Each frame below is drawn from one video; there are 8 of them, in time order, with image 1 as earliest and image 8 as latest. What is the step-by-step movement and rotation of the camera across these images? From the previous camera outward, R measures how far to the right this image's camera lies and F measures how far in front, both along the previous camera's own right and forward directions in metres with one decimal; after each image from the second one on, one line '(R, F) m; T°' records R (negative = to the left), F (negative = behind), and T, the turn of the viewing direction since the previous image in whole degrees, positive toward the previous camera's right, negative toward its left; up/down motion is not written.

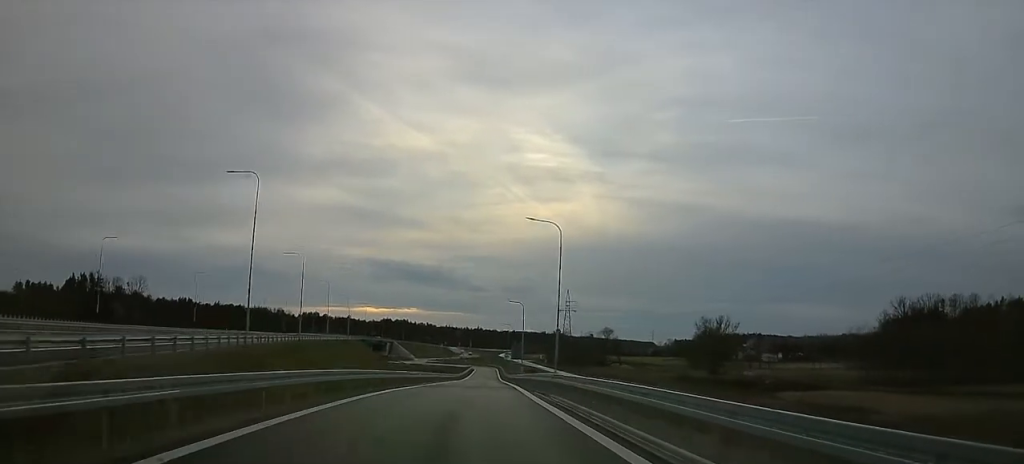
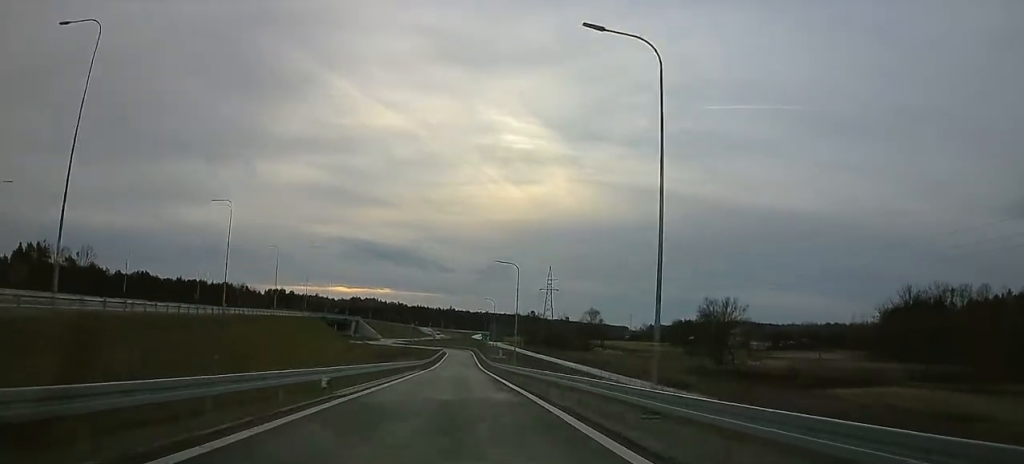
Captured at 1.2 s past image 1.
(+0.8, +23.2) m; +2°
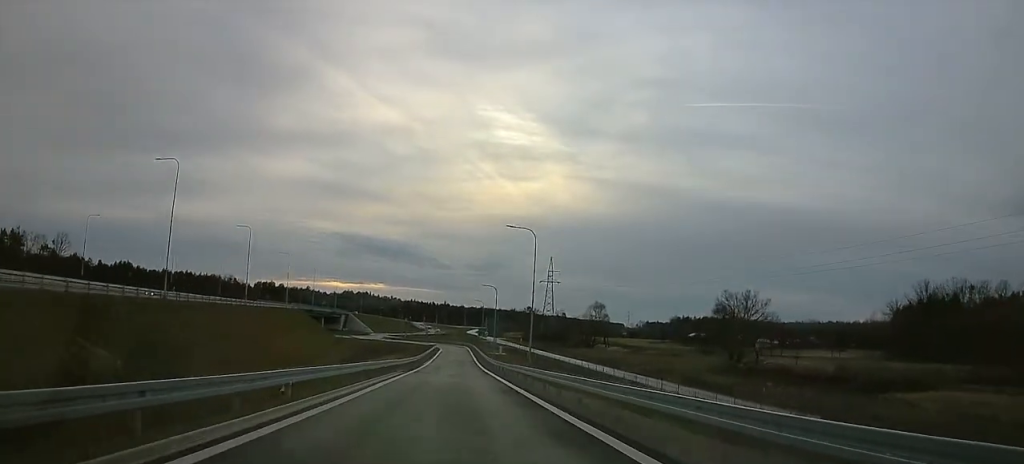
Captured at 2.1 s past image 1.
(+0.1, +15.4) m; 0°
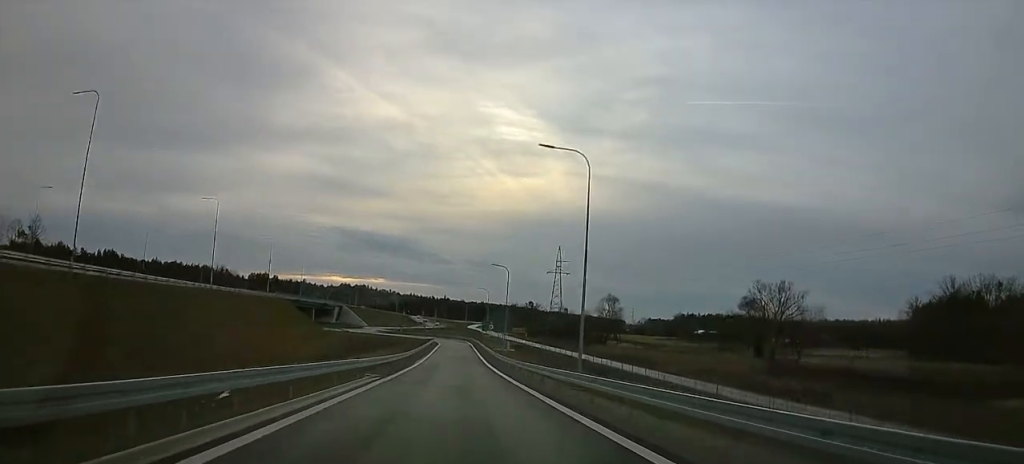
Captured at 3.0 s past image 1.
(0.0, +16.9) m; +1°
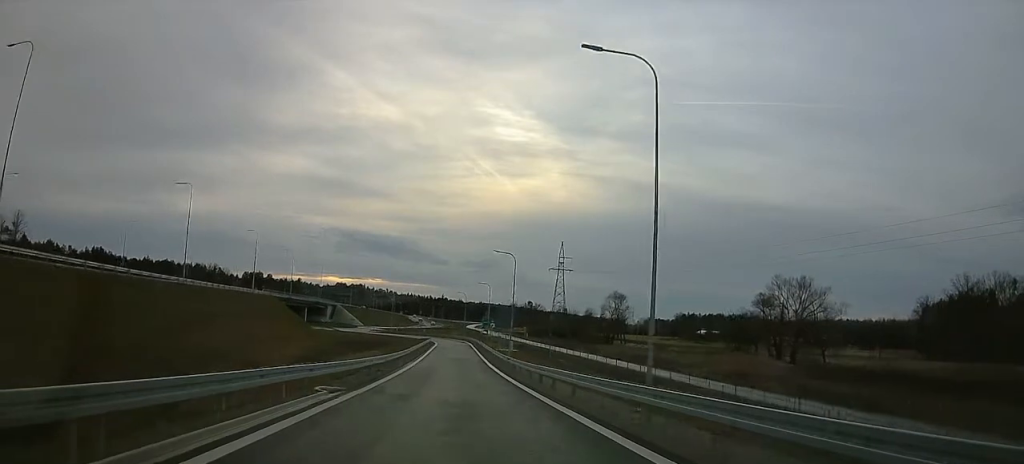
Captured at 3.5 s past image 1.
(-0.1, +9.5) m; +1°
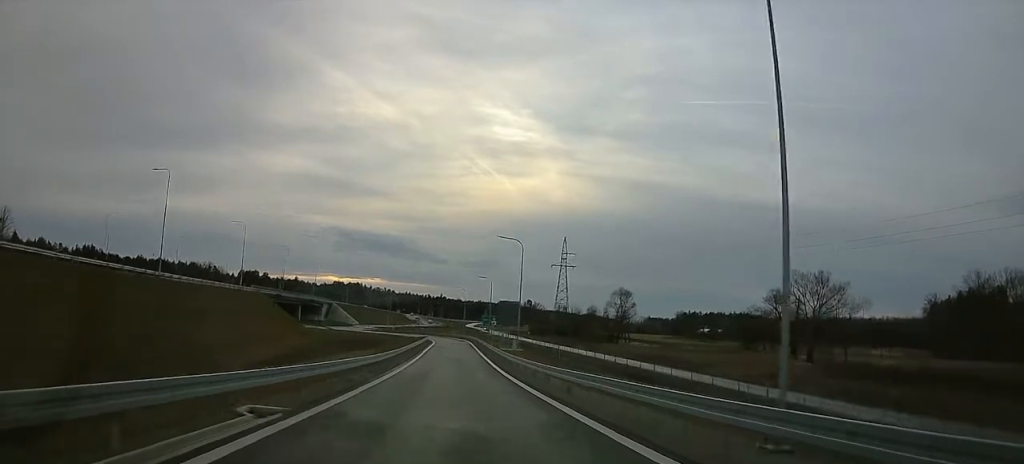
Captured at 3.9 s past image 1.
(+0.2, +7.1) m; 0°
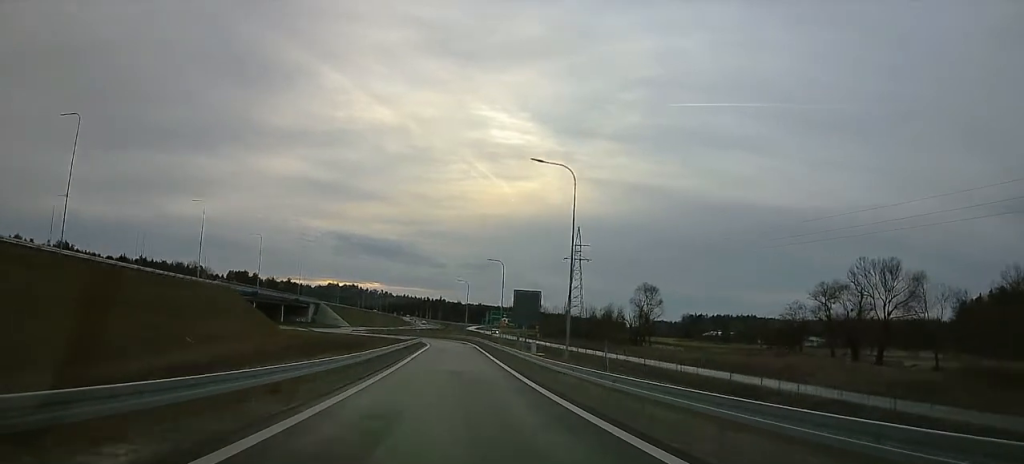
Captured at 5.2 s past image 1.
(+0.1, +22.0) m; -1°
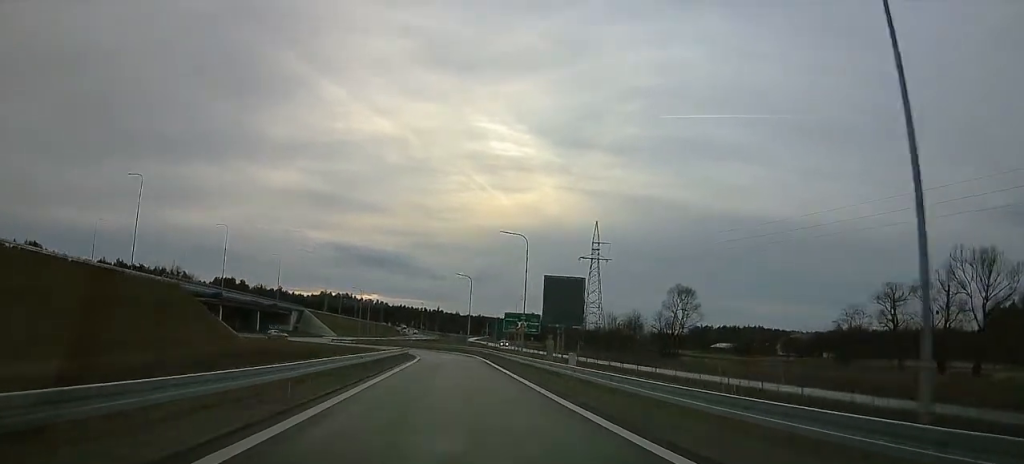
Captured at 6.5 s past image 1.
(-0.4, +22.8) m; -1°
